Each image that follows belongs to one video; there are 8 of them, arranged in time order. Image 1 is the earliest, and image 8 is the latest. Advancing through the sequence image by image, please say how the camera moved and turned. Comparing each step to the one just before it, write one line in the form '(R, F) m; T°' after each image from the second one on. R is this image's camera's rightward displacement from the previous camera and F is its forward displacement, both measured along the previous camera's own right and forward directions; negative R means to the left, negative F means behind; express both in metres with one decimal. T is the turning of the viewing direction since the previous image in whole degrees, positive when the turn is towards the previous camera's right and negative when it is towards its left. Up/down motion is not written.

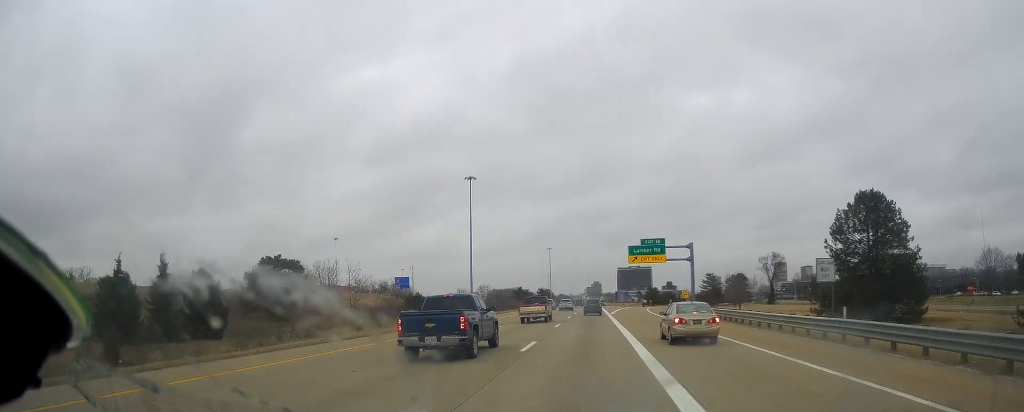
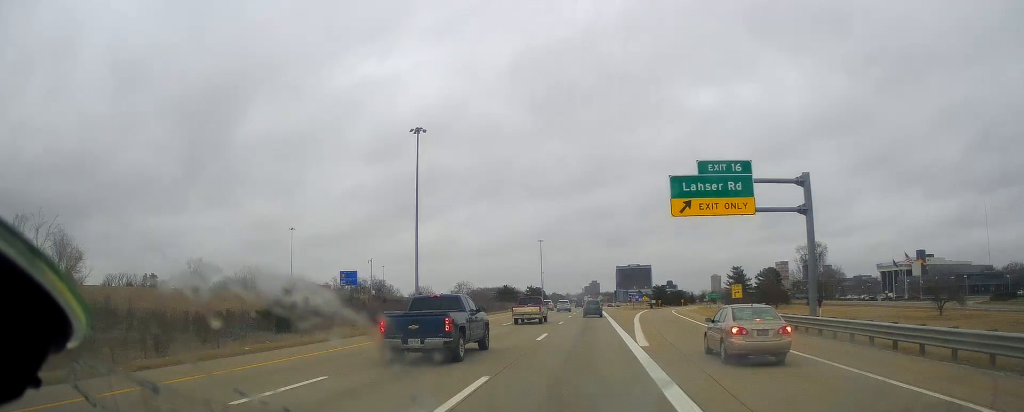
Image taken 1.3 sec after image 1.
(0.0, +40.3) m; +1°
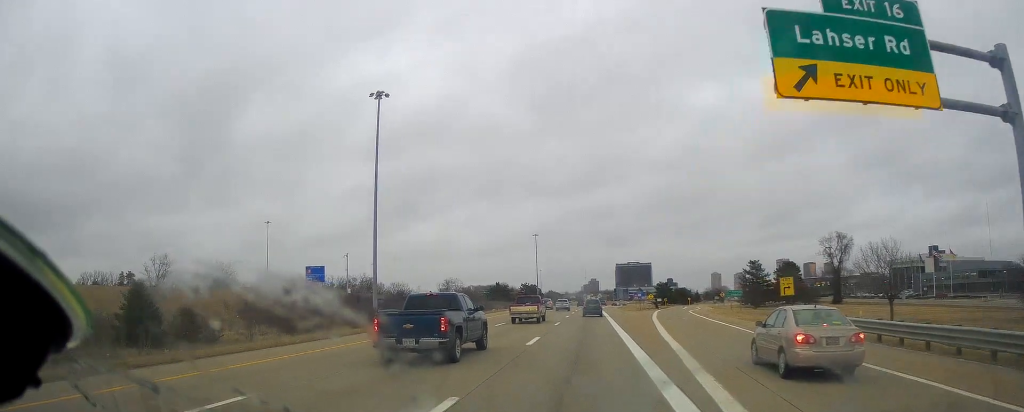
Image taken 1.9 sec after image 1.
(+0.3, +18.1) m; 0°
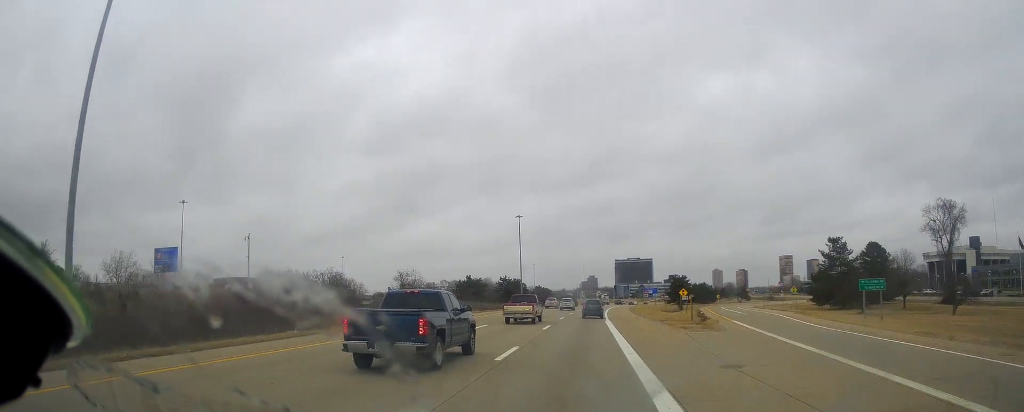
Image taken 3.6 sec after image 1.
(-0.2, +50.3) m; 0°
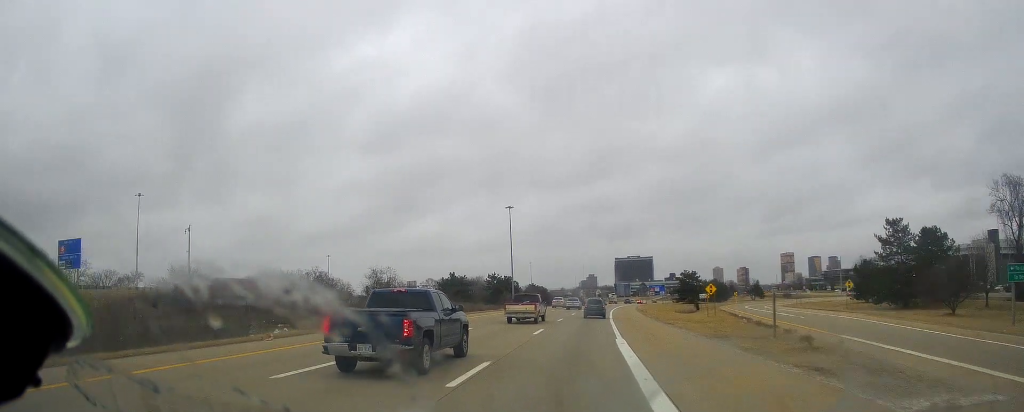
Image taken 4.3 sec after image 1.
(+0.3, +20.2) m; +1°
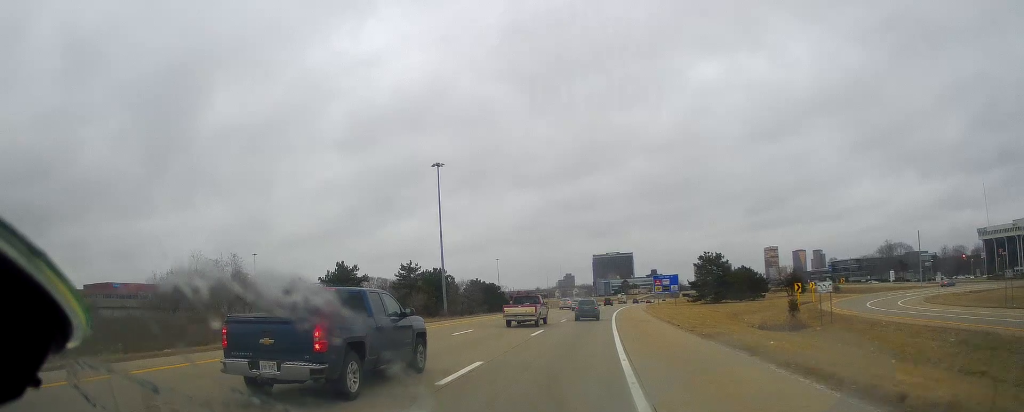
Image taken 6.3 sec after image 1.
(-0.9, +60.6) m; +1°
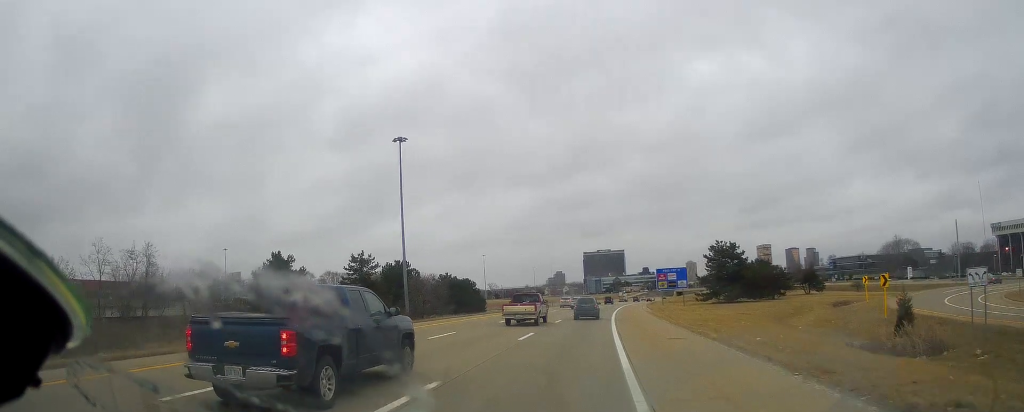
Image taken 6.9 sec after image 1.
(+0.8, +19.0) m; +1°
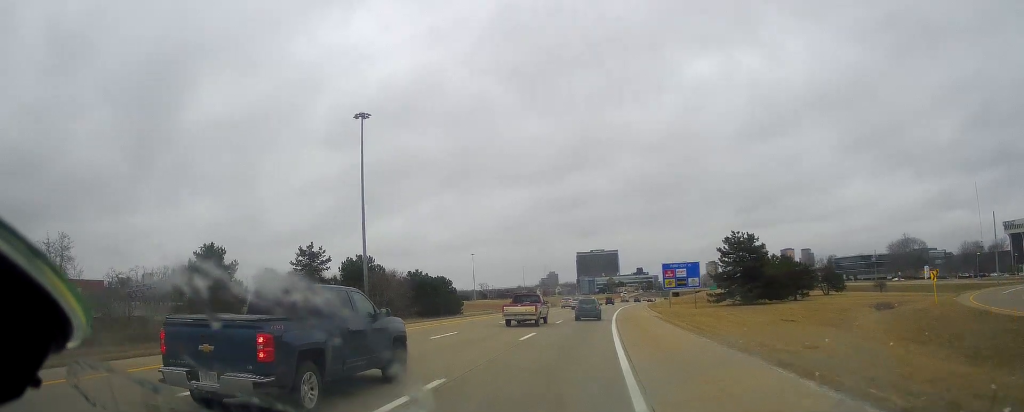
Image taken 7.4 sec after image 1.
(+0.5, +15.0) m; 0°
